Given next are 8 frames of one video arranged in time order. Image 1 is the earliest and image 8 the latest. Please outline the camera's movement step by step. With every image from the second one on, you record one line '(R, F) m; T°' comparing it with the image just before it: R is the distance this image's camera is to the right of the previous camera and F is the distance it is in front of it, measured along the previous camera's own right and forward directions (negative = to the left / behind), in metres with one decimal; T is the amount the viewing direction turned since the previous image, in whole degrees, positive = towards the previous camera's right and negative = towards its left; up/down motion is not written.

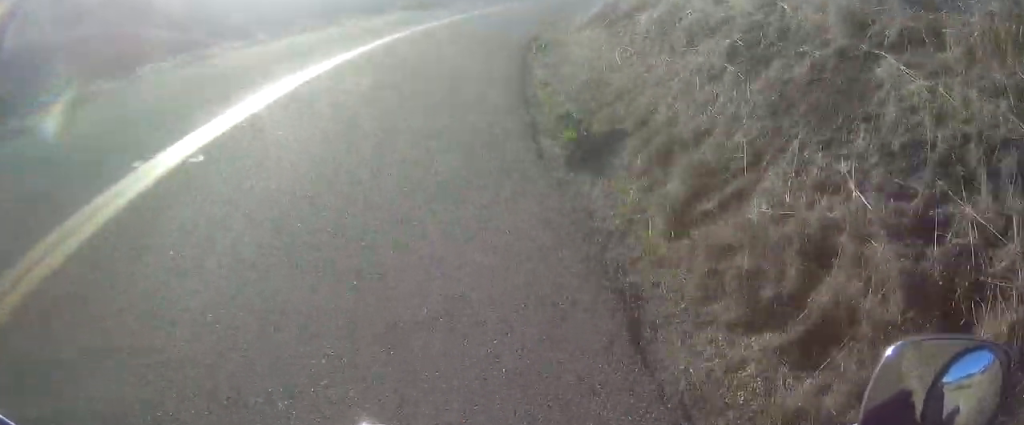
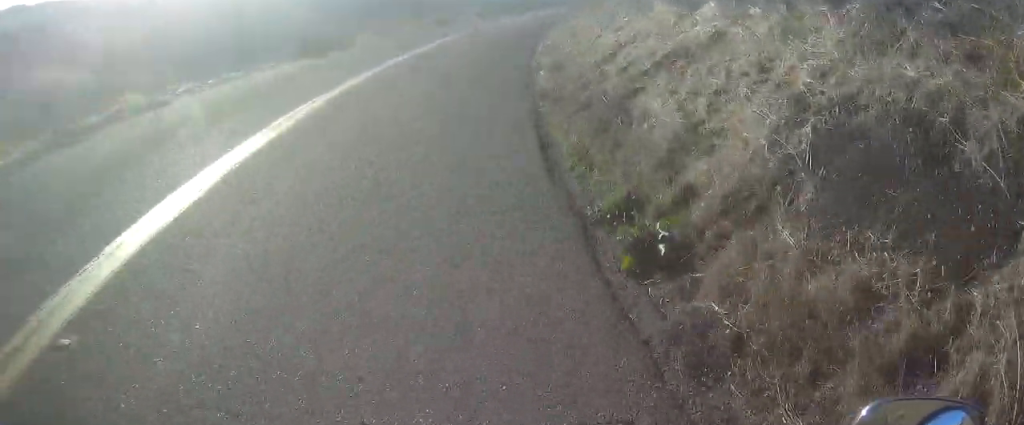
(+0.5, +9.8) m; +8°
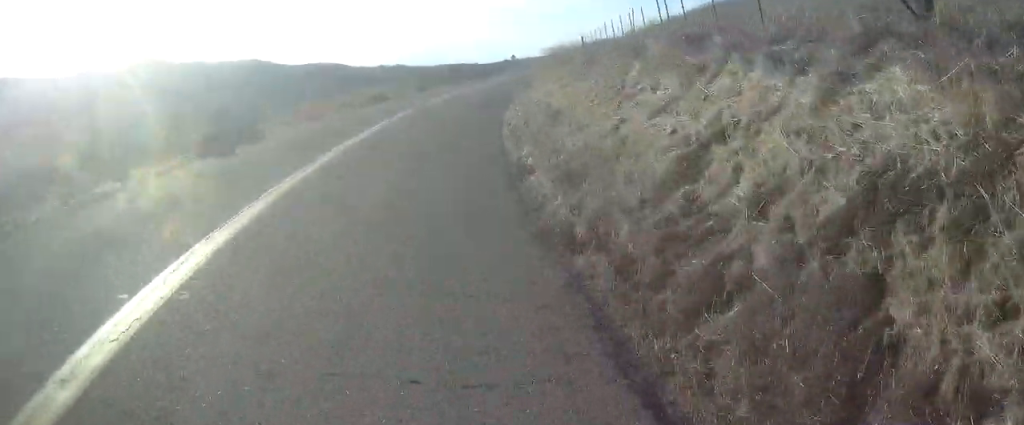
(+0.3, +4.9) m; +3°
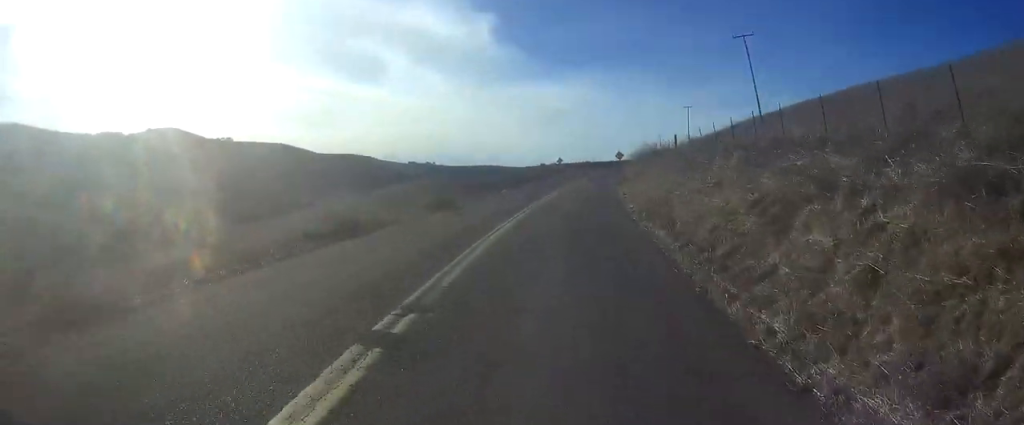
(+1.5, +20.0) m; +8°
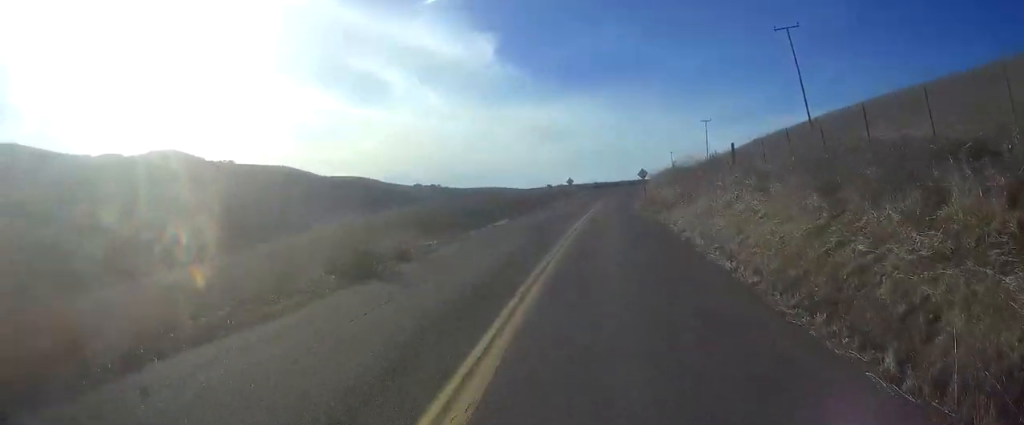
(+0.9, +13.3) m; +8°
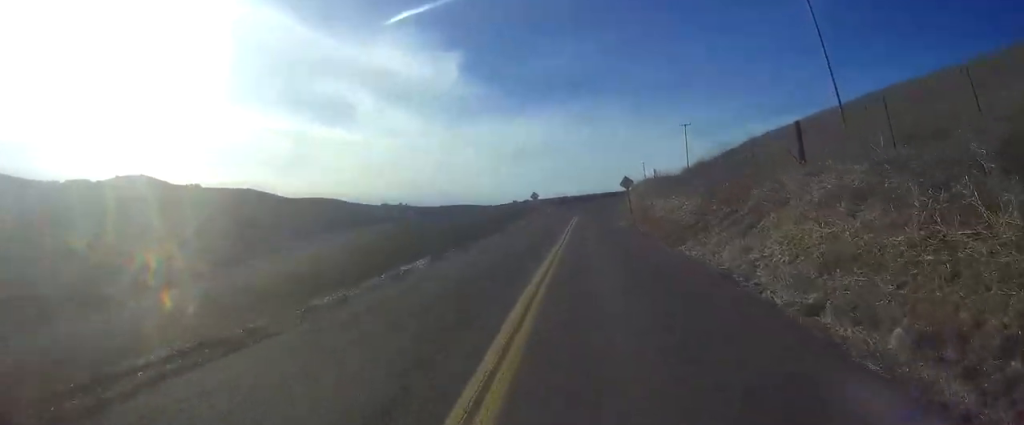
(+1.4, +15.2) m; +10°
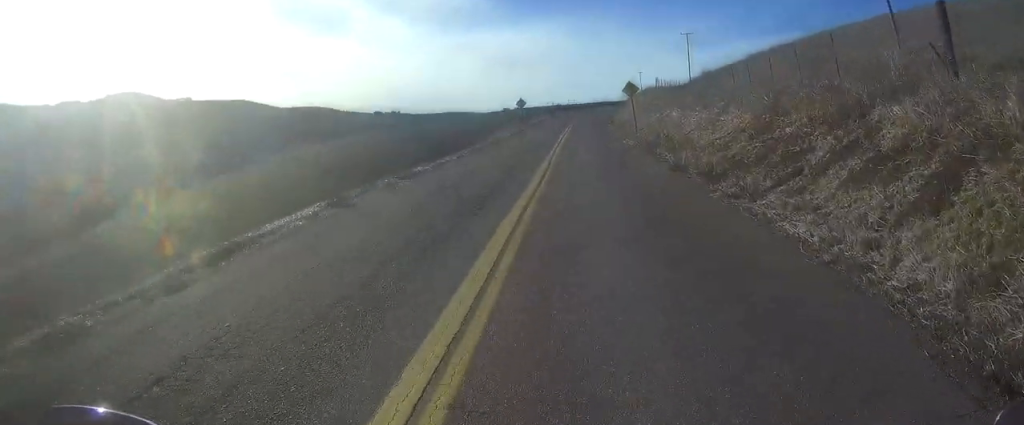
(+0.5, +9.9) m; +4°
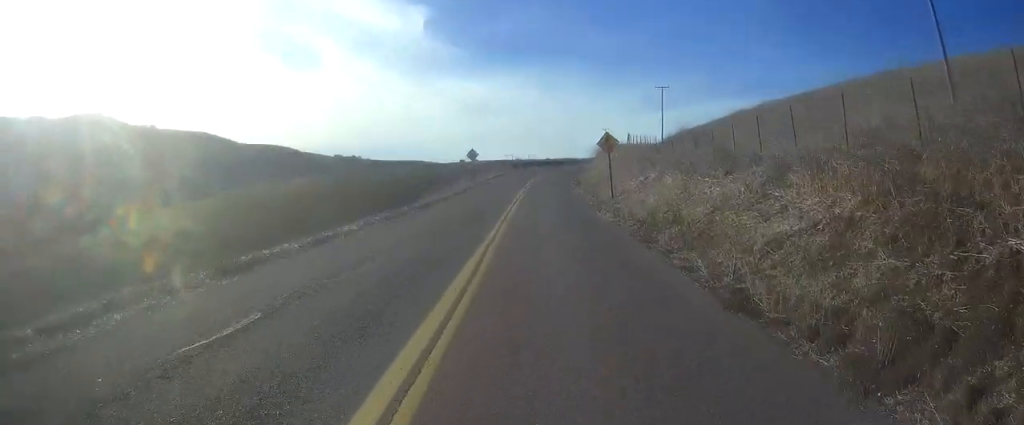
(+0.3, +9.6) m; +2°
